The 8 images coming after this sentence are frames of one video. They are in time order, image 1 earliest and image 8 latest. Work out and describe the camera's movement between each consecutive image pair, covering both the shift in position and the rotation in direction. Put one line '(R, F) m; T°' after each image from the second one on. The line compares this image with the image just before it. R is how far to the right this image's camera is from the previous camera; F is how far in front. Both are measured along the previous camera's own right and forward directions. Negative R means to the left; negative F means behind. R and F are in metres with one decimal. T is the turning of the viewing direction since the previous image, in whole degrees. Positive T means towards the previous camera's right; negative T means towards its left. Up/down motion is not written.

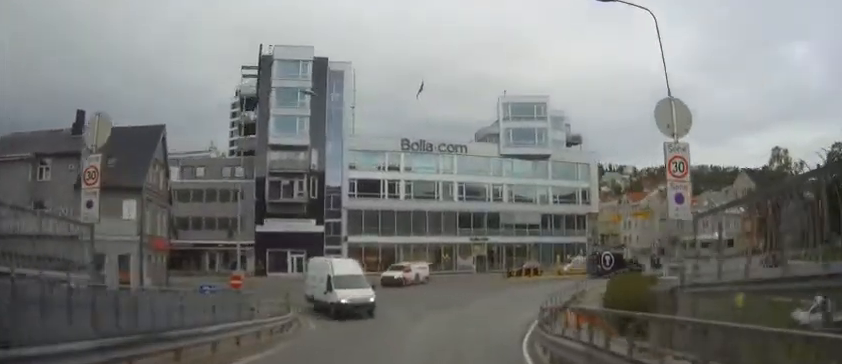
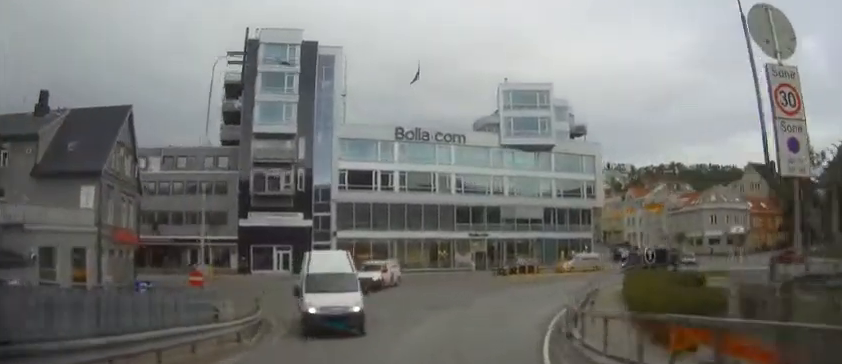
(0.0, +4.1) m; 0°
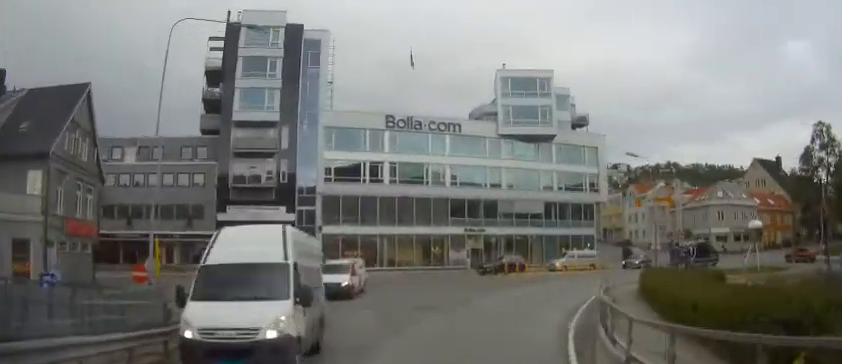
(+0.1, +4.3) m; -1°
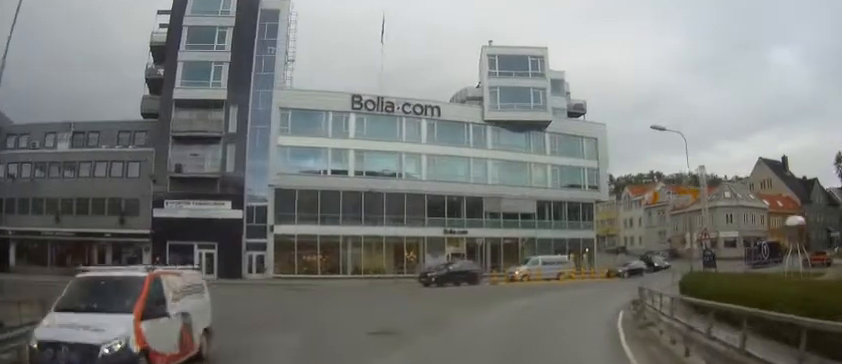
(-0.2, +8.7) m; +1°
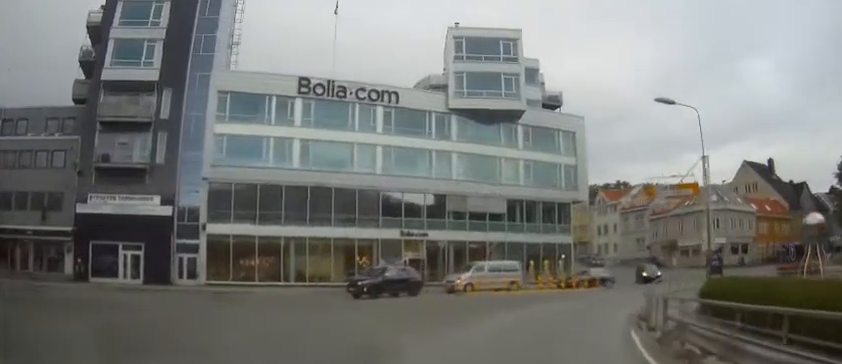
(+0.2, +6.3) m; +4°
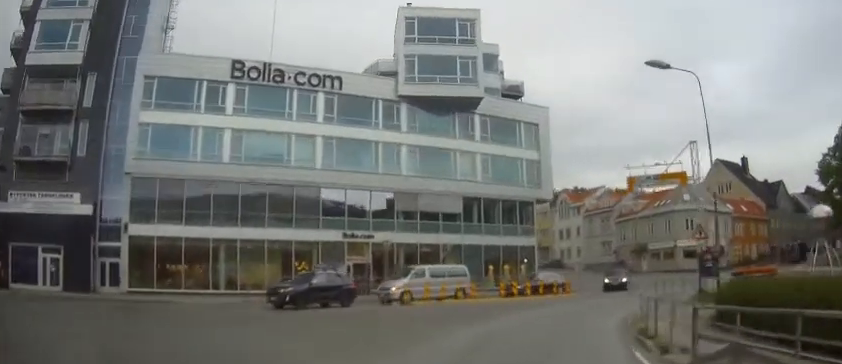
(+0.2, +4.9) m; +4°
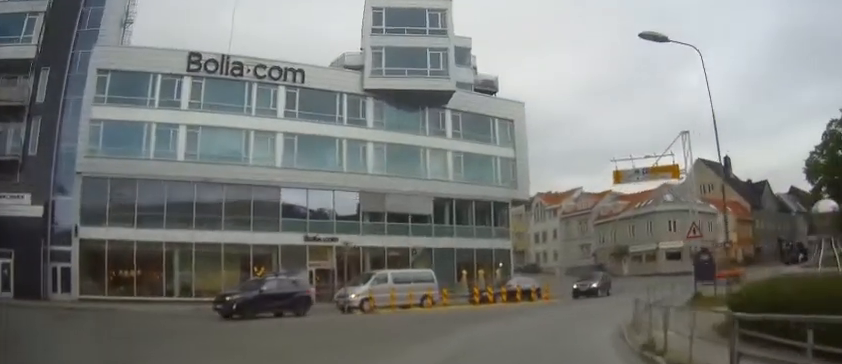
(0.0, +2.8) m; +3°
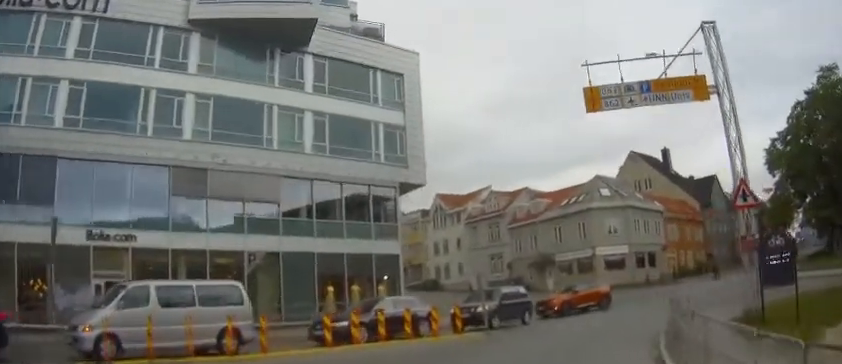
(+1.6, +13.7) m; +12°
